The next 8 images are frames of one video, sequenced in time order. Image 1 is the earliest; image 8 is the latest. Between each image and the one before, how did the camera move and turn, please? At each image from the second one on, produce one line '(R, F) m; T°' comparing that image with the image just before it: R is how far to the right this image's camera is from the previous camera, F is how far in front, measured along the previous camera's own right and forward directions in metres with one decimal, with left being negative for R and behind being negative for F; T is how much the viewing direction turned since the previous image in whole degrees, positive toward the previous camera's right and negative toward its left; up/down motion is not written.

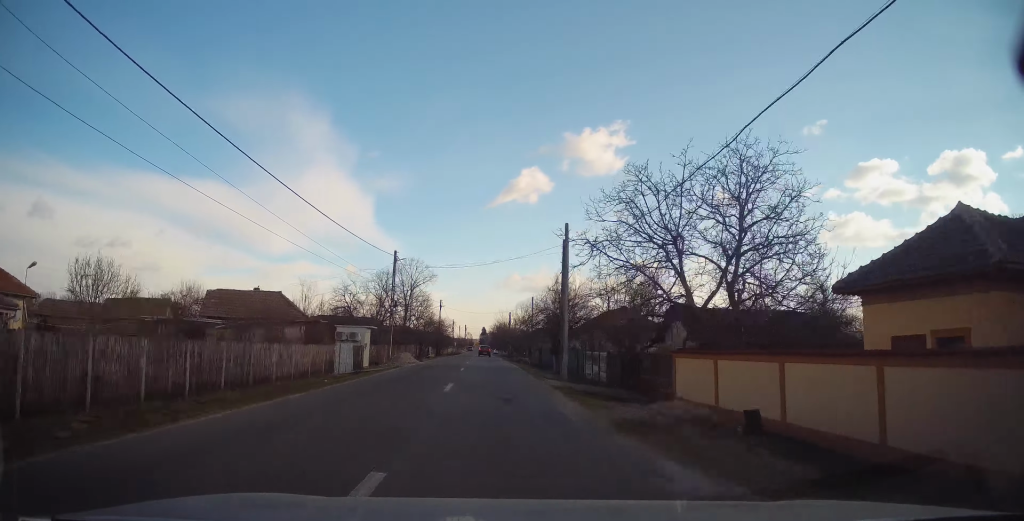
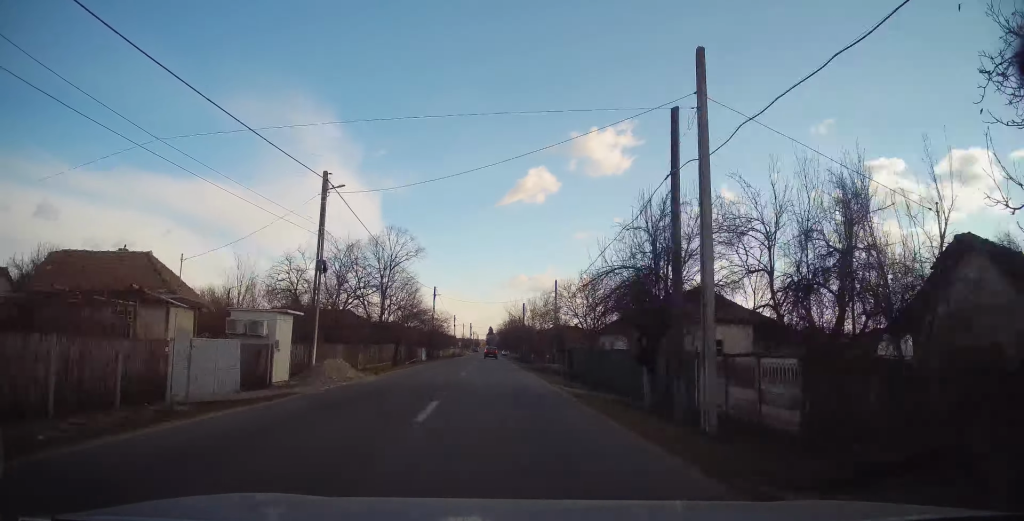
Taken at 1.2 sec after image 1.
(-0.5, +17.6) m; -2°
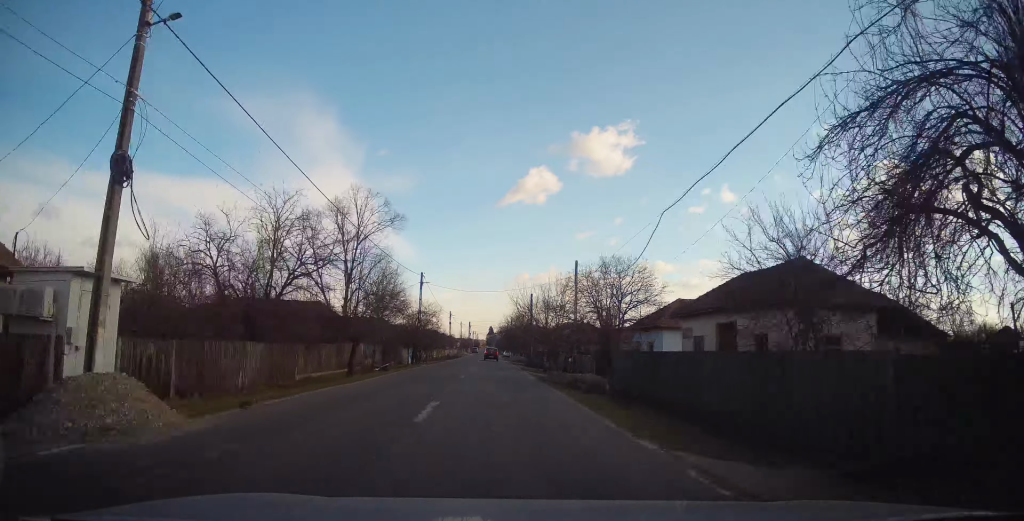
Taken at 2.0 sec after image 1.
(-0.1, +11.3) m; +1°
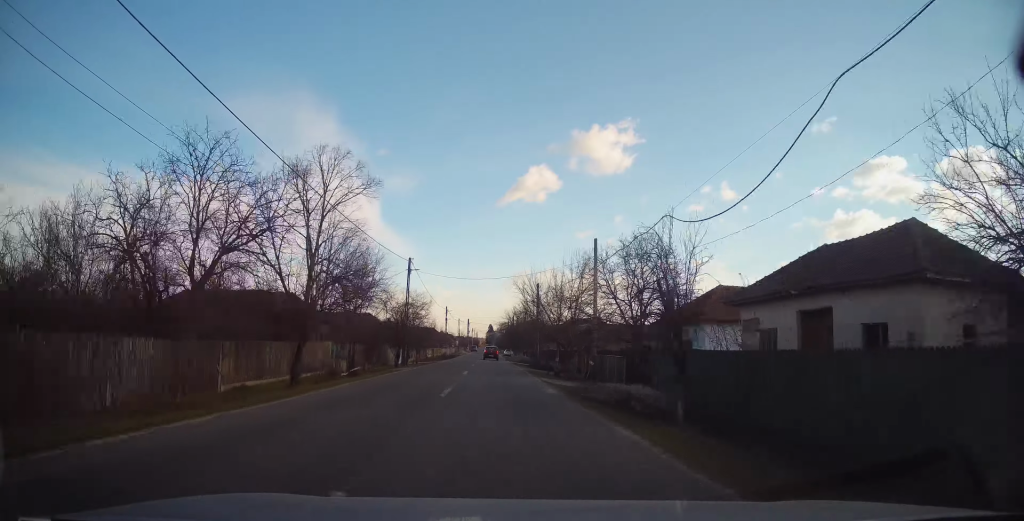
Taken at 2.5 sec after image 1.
(+0.2, +7.6) m; +1°
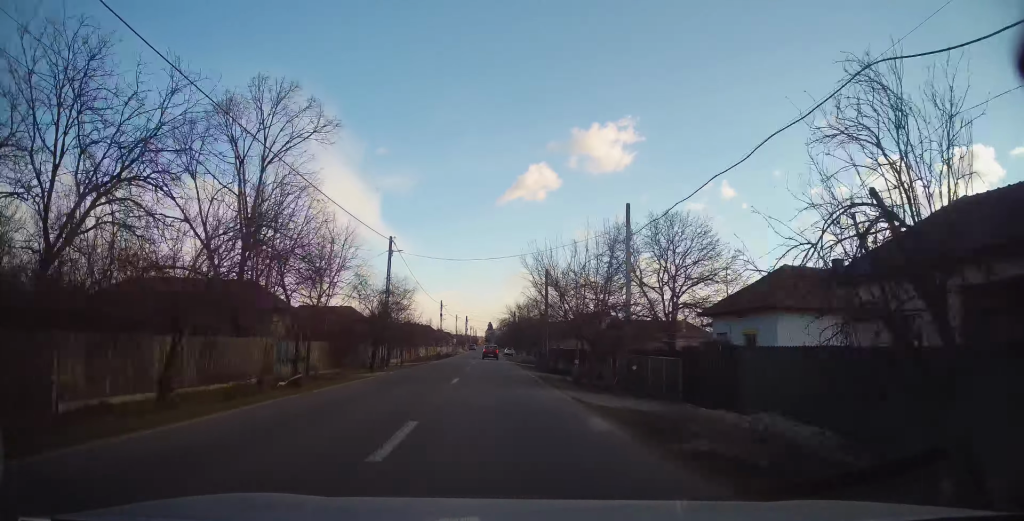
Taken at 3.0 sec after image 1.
(0.0, +7.5) m; 0°
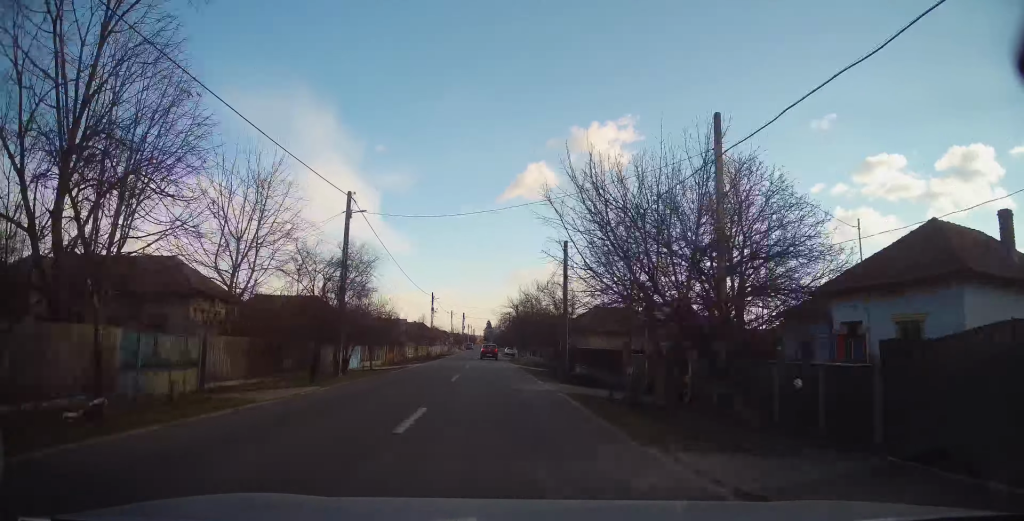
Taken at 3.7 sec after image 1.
(0.0, +9.7) m; -1°
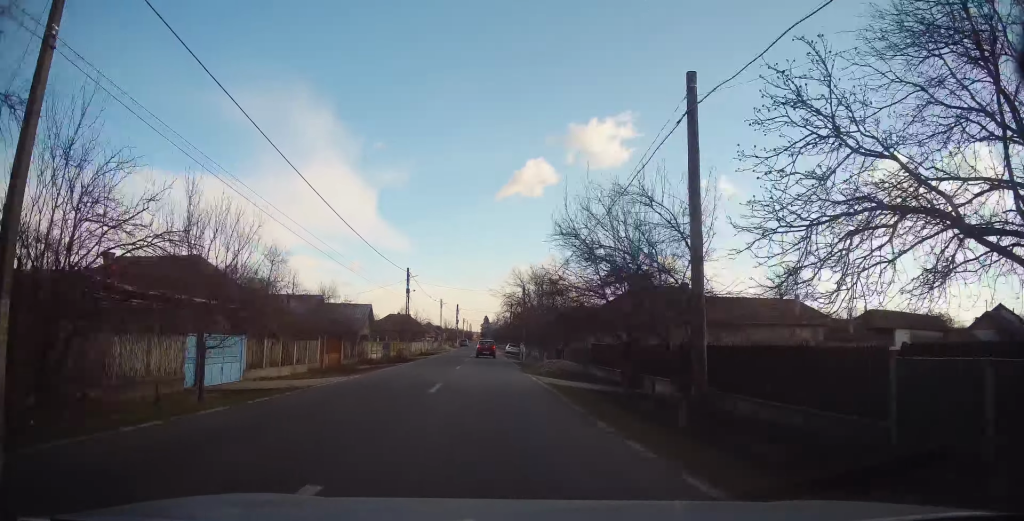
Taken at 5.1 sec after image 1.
(-0.2, +17.1) m; -1°
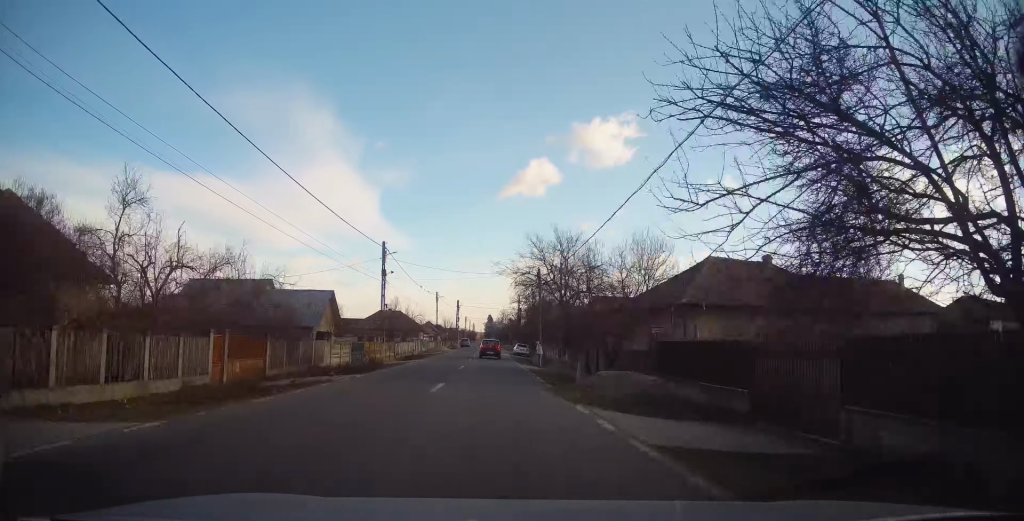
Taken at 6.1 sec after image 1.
(0.0, +12.4) m; 0°
